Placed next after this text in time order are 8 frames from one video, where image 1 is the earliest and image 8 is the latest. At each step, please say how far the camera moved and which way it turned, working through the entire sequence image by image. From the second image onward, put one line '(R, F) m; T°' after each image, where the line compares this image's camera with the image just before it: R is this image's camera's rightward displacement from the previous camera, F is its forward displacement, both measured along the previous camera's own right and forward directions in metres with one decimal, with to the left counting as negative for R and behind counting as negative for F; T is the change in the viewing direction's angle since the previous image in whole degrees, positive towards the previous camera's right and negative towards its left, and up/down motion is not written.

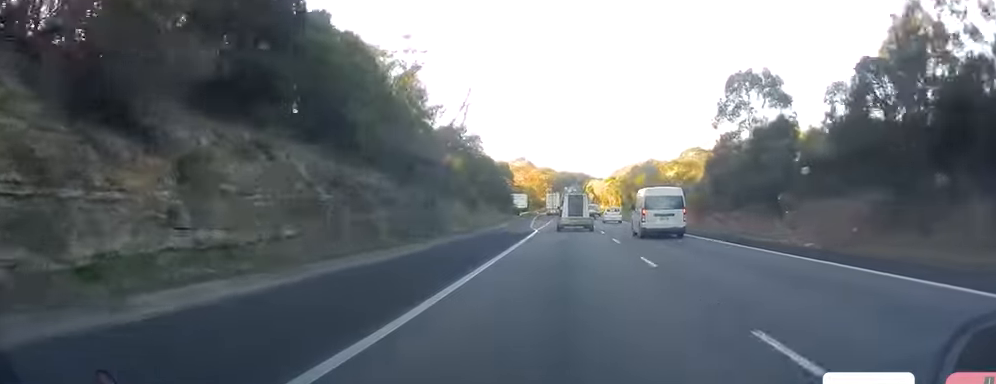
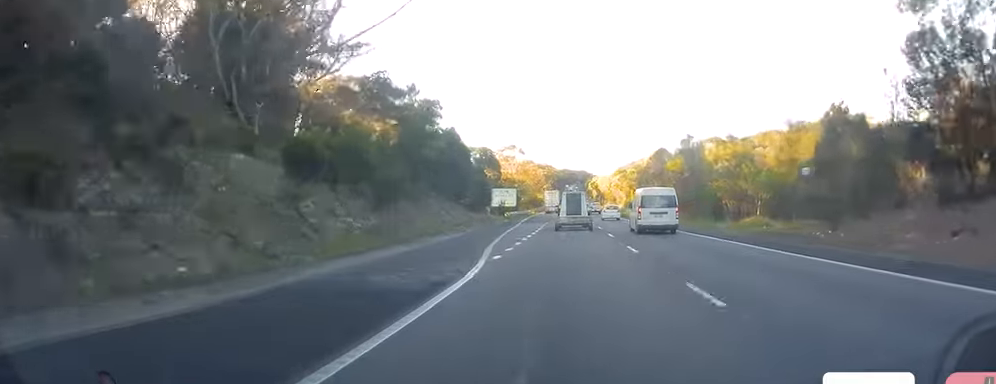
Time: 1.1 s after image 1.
(-0.2, +30.3) m; -1°
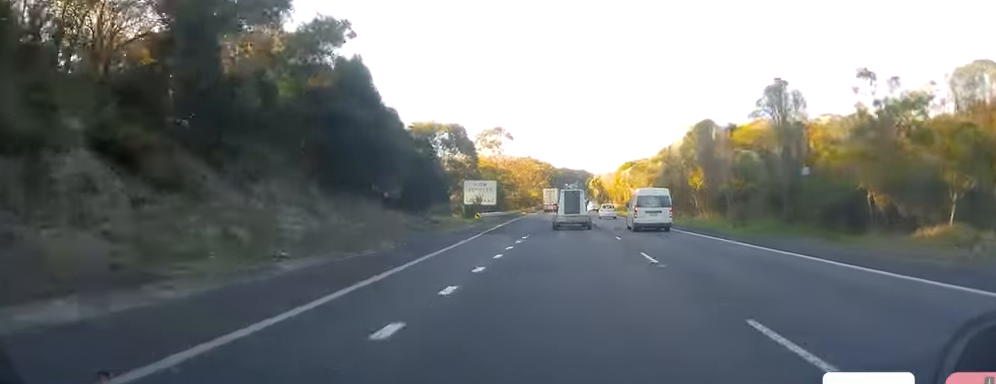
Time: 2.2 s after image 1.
(0.0, +27.9) m; 0°
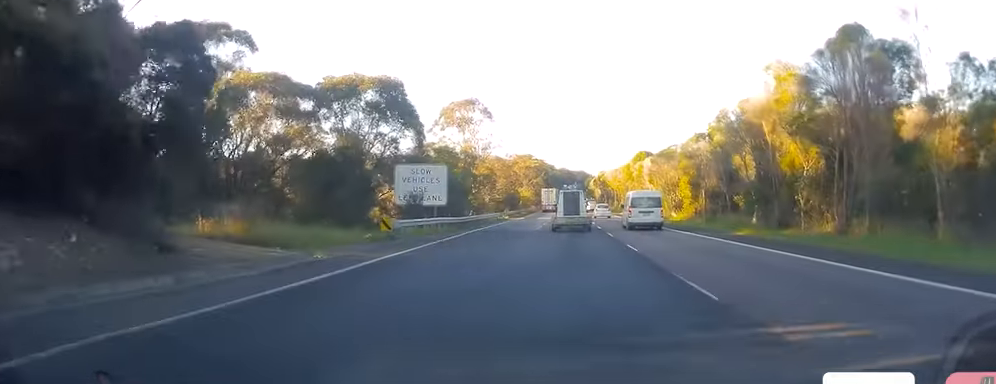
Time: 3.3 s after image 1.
(0.0, +31.1) m; 0°
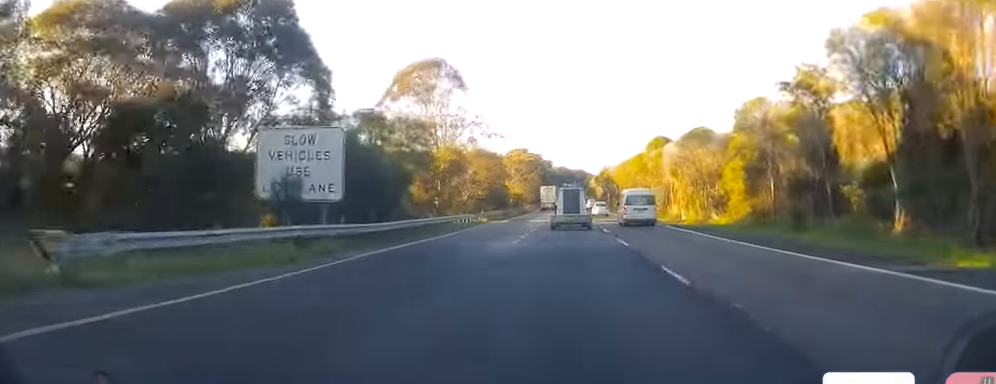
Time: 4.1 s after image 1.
(0.0, +22.0) m; 0°
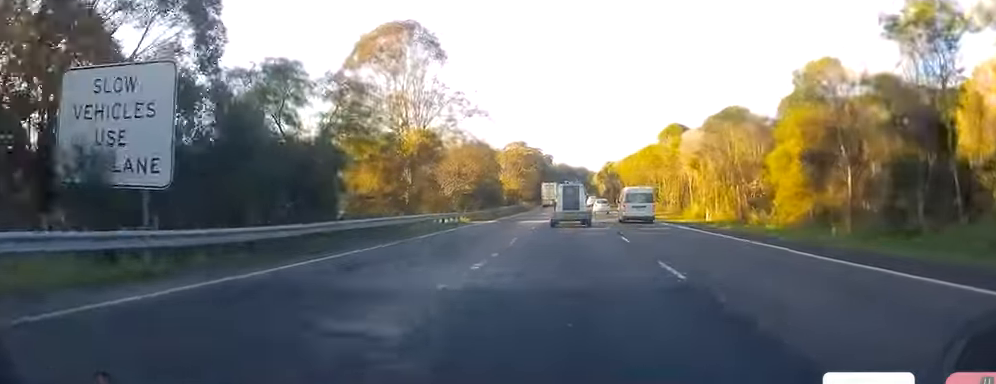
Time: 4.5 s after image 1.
(0.0, +11.9) m; 0°
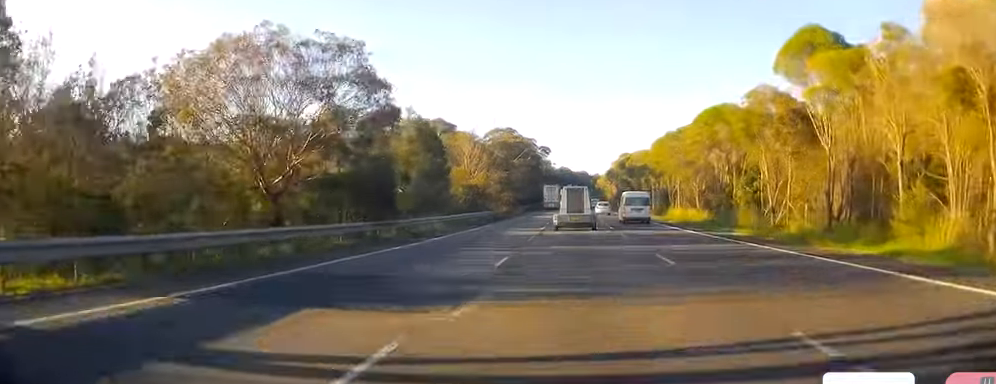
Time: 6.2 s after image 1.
(+0.2, +45.5) m; +2°
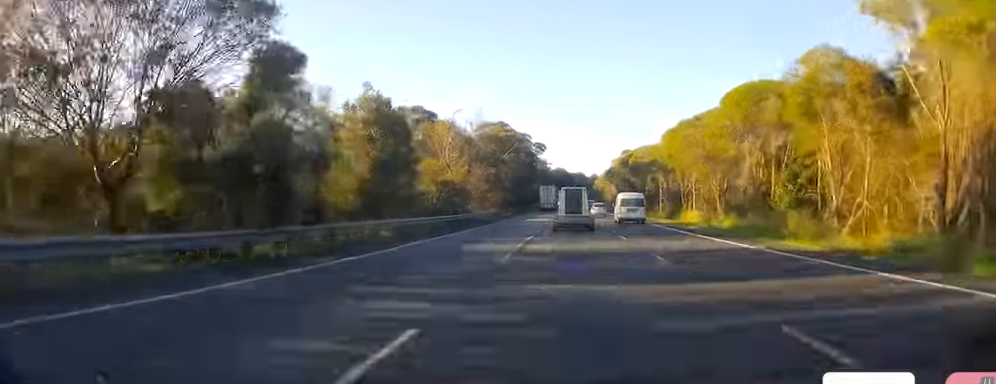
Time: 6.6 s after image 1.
(+0.5, +11.5) m; -1°
